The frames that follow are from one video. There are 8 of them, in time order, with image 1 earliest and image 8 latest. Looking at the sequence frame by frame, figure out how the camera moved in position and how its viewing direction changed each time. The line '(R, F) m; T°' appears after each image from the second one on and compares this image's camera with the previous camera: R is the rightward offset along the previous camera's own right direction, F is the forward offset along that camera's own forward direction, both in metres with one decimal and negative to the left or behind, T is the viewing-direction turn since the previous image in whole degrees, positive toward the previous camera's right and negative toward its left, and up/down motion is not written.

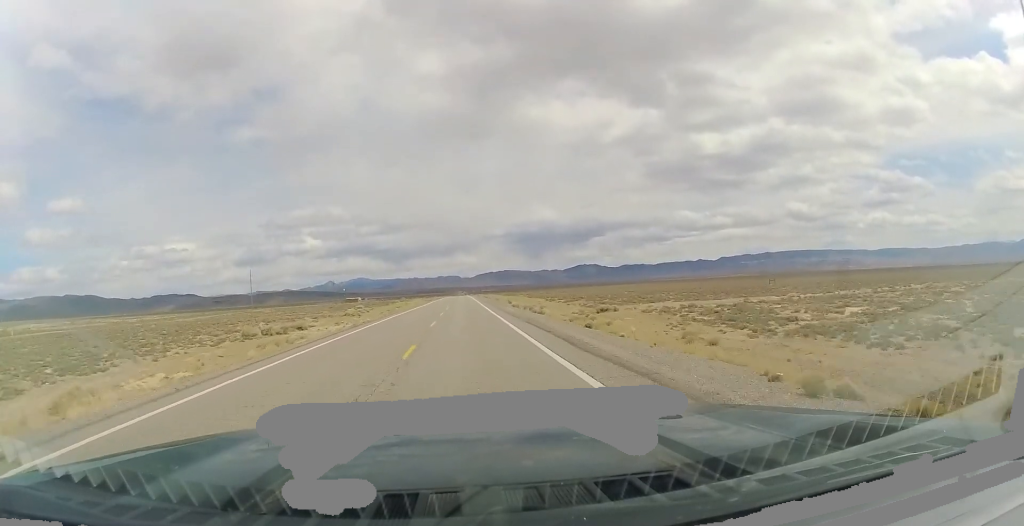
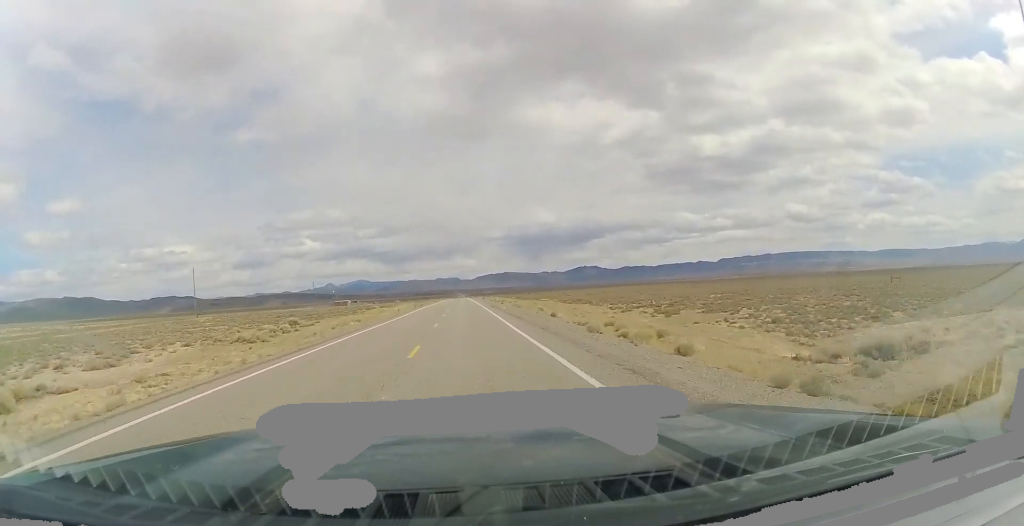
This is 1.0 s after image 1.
(+0.5, +36.2) m; 0°
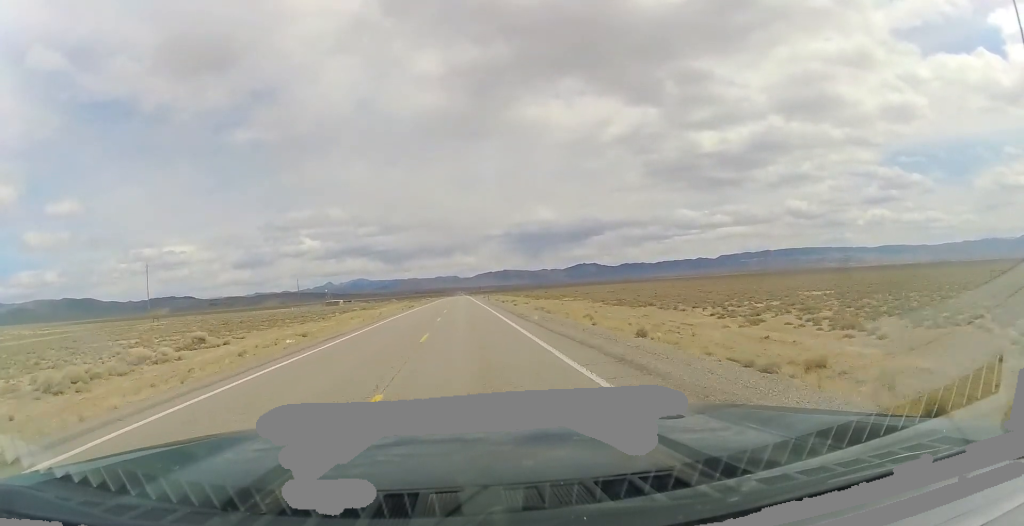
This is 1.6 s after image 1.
(+0.2, +20.5) m; 0°
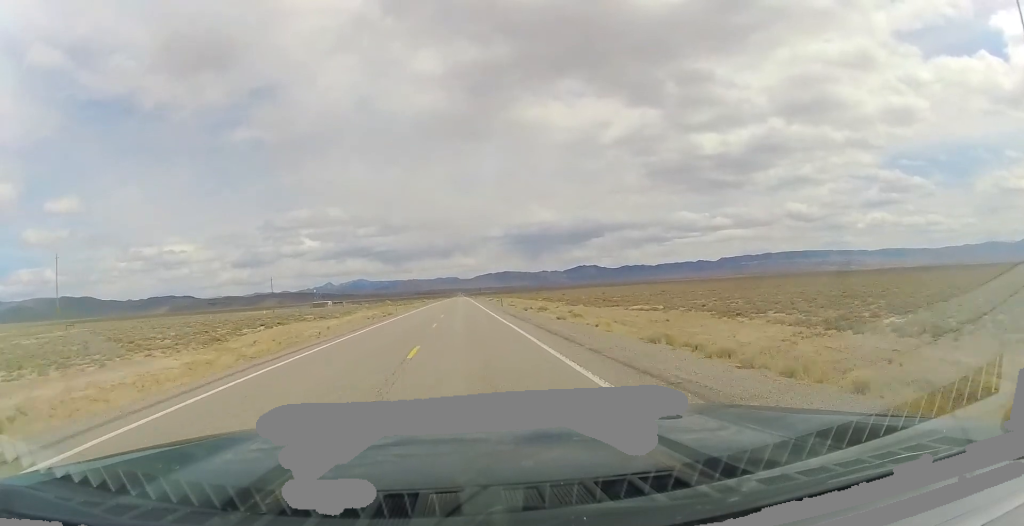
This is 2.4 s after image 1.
(-0.7, +28.9) m; -1°
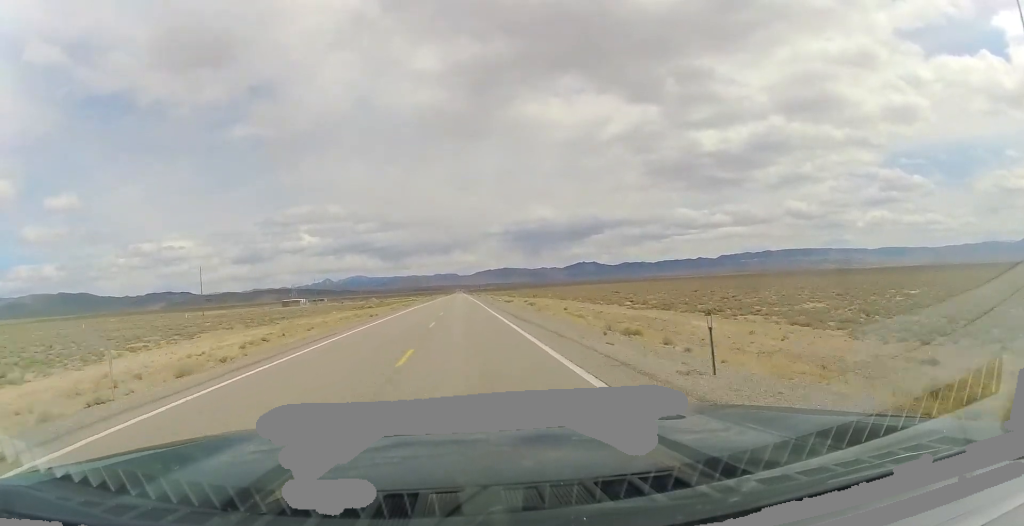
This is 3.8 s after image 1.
(+0.5, +51.9) m; +1°
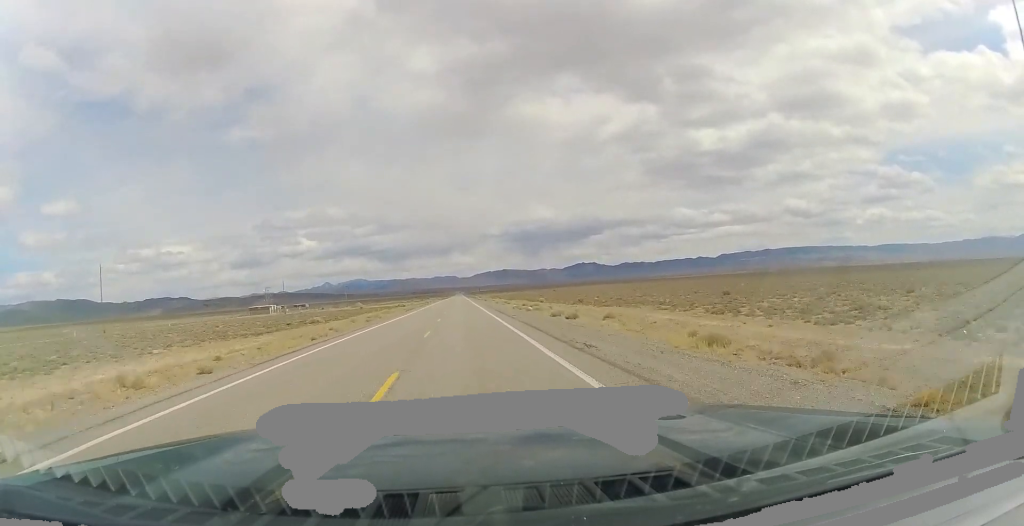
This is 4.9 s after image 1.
(0.0, +41.0) m; 0°
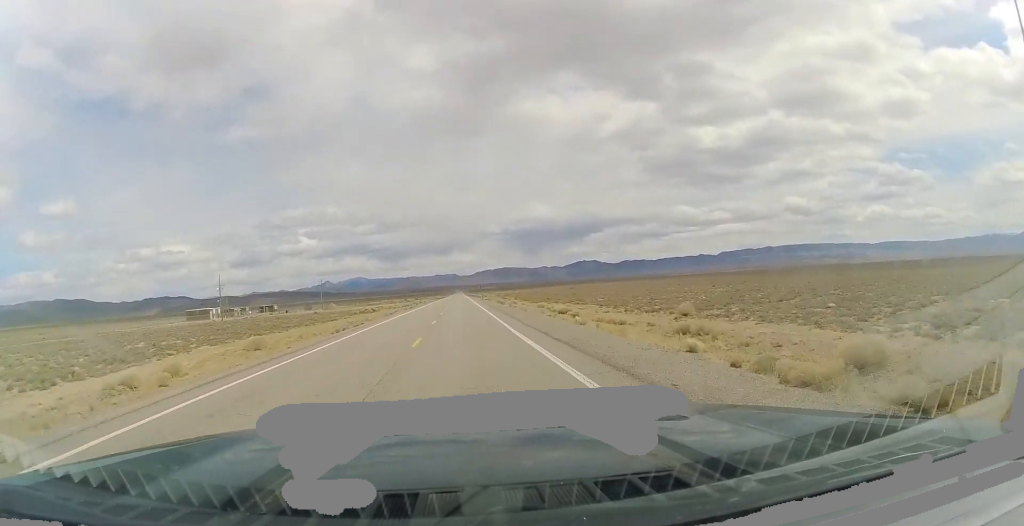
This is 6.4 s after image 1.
(-0.5, +52.9) m; 0°
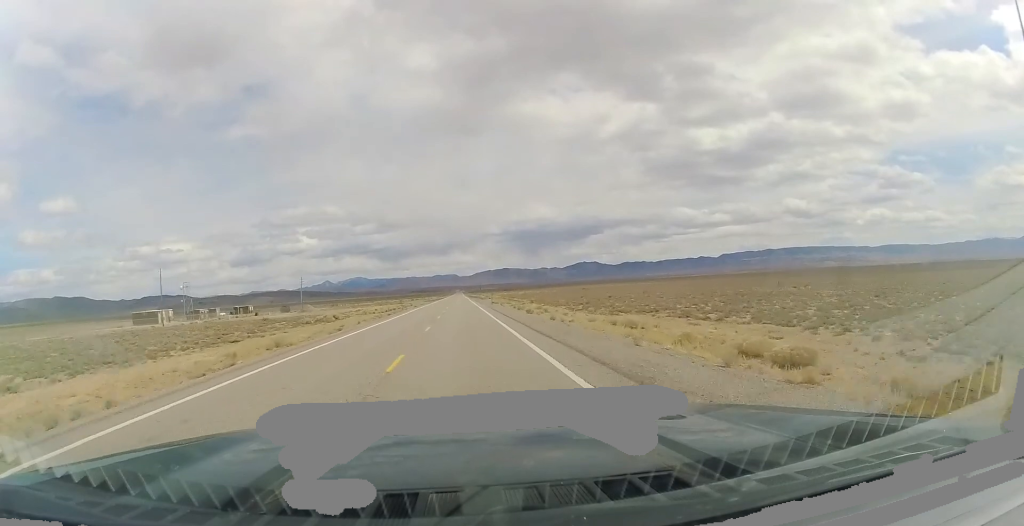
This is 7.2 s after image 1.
(+0.4, +30.0) m; 0°
